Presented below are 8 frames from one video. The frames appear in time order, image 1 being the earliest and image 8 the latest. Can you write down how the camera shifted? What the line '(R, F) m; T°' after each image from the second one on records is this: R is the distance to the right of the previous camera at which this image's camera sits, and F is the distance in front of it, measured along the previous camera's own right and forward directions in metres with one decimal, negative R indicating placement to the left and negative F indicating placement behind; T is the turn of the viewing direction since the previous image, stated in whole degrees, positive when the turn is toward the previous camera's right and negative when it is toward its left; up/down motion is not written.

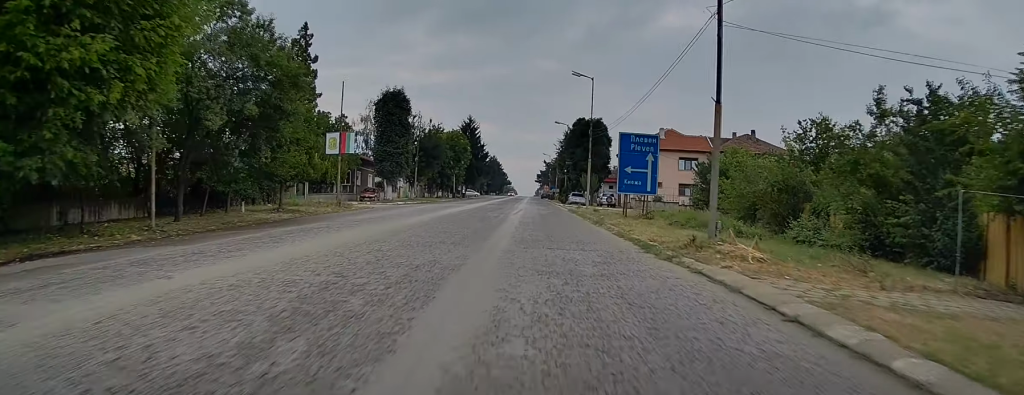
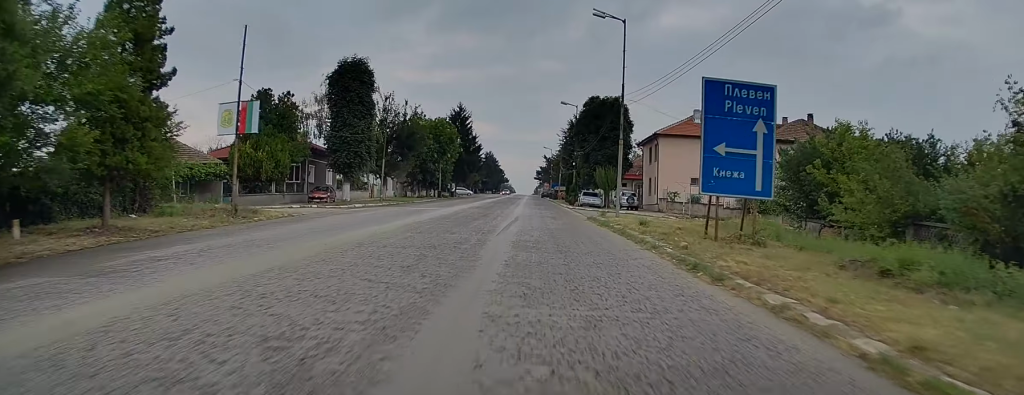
(0.0, +16.8) m; -1°
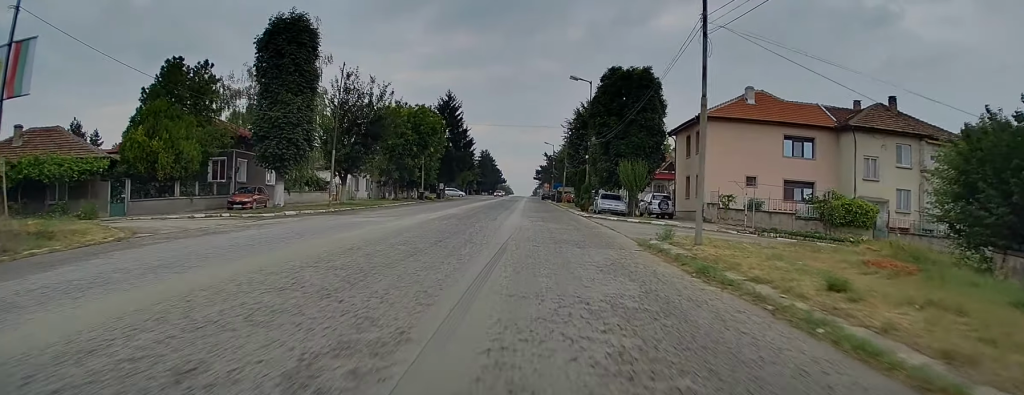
(-0.3, +15.1) m; -1°
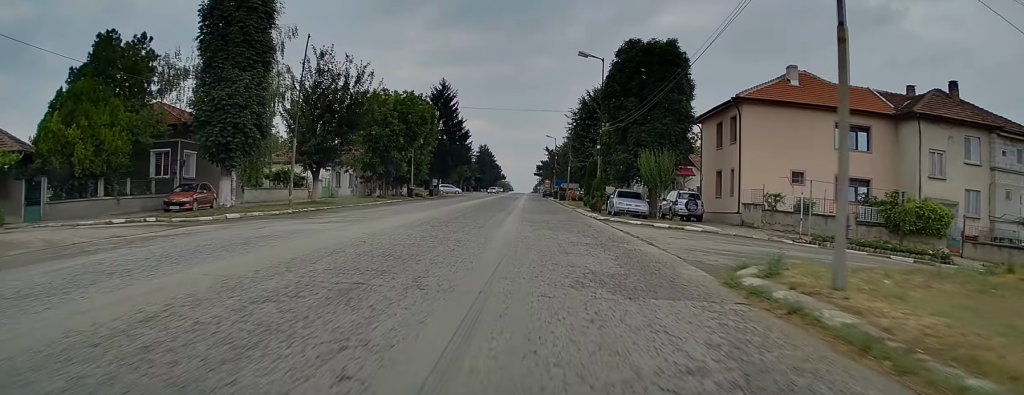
(0.0, +7.6) m; +1°
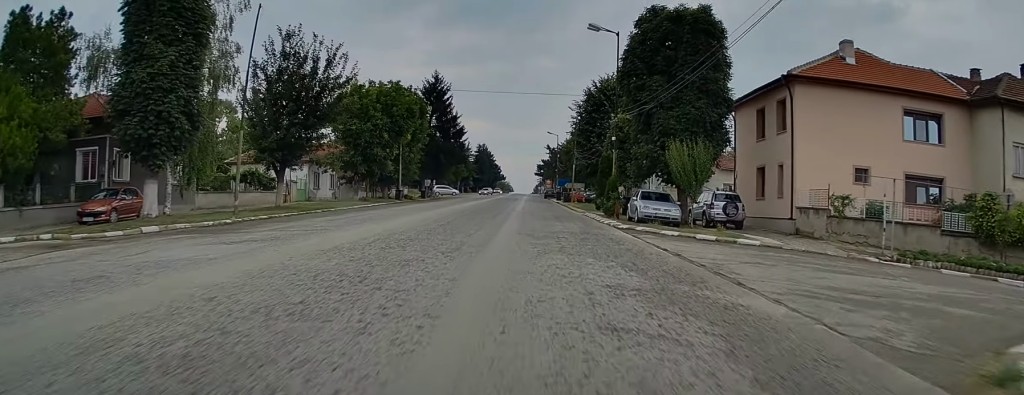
(+0.1, +7.1) m; +1°
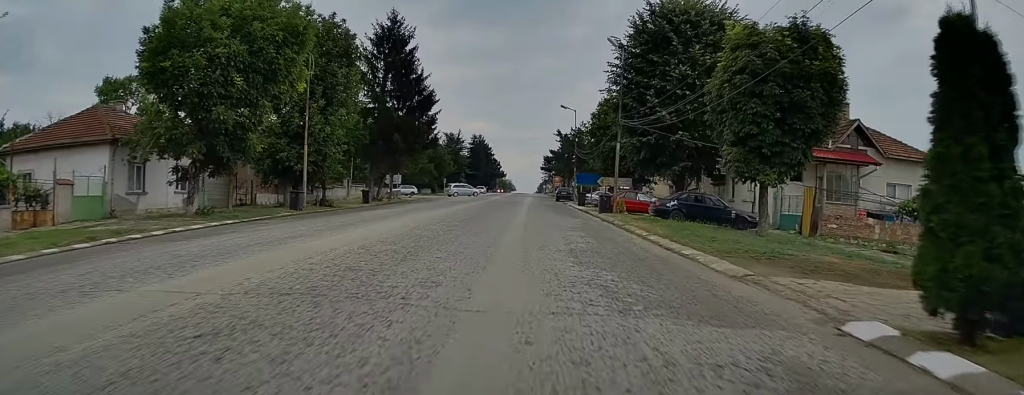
(0.0, +30.4) m; -2°
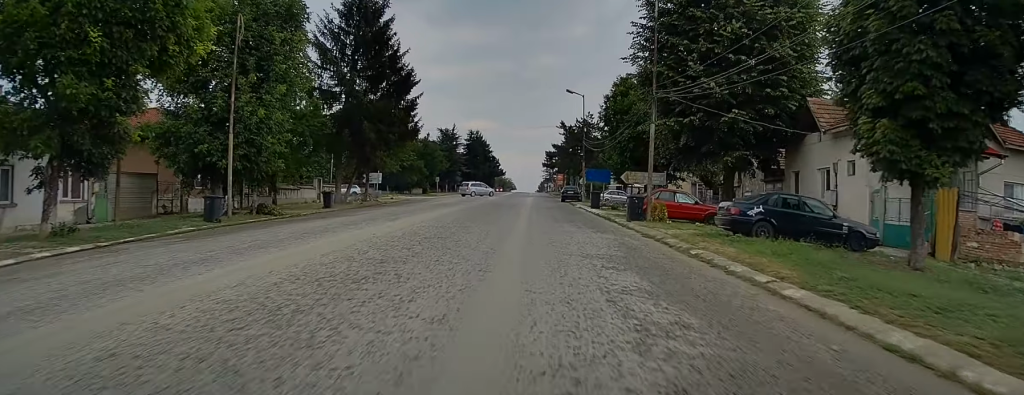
(-0.4, +10.1) m; 0°
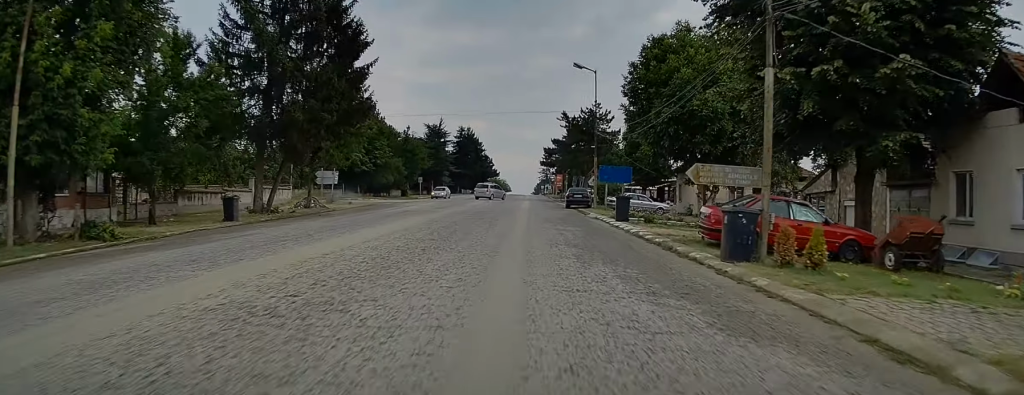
(+0.3, +13.5) m; +2°
